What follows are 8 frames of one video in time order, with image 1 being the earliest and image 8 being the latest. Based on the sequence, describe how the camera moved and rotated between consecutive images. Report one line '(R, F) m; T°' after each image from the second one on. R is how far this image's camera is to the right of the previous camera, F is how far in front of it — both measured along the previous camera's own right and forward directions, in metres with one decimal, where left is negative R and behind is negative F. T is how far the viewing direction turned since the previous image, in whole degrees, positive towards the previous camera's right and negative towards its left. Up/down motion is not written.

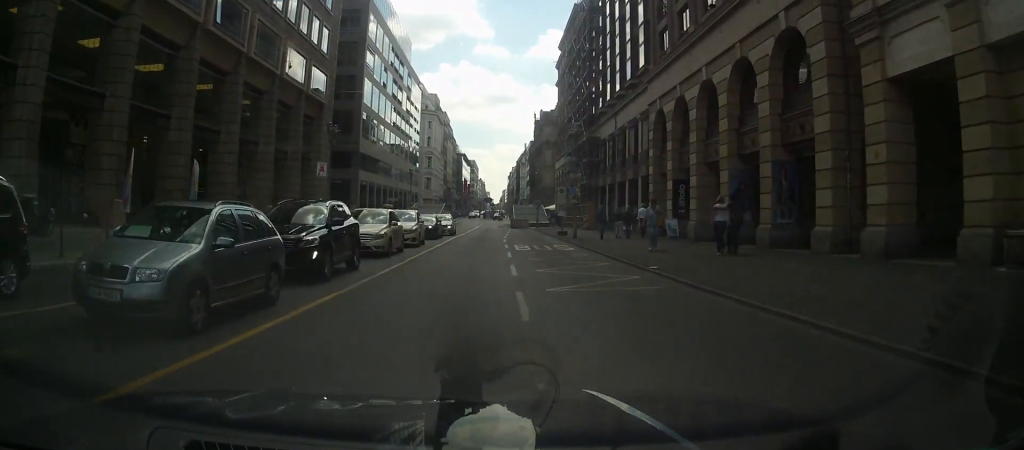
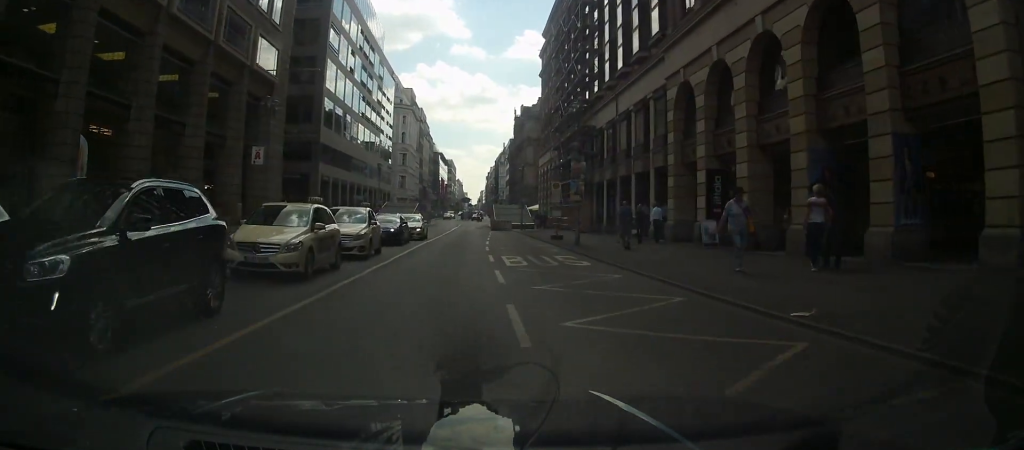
(+0.5, +5.2) m; +5°
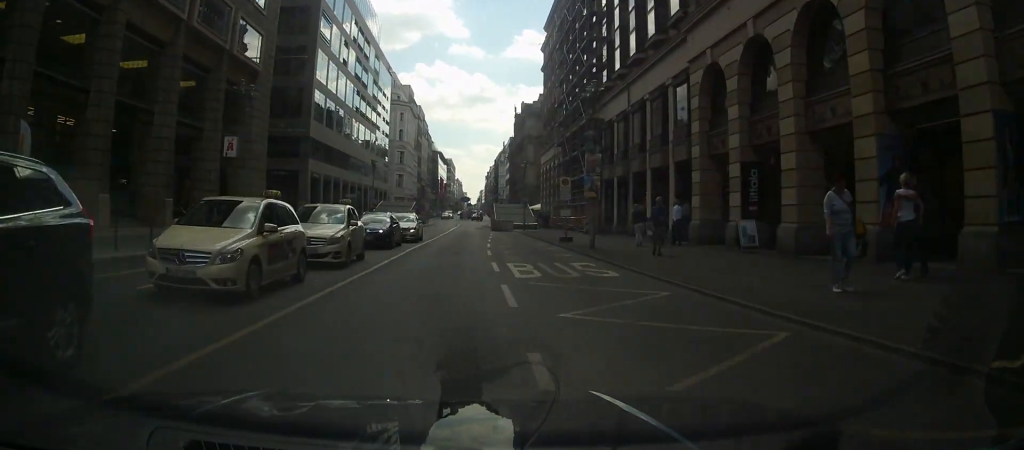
(0.0, +2.0) m; 0°
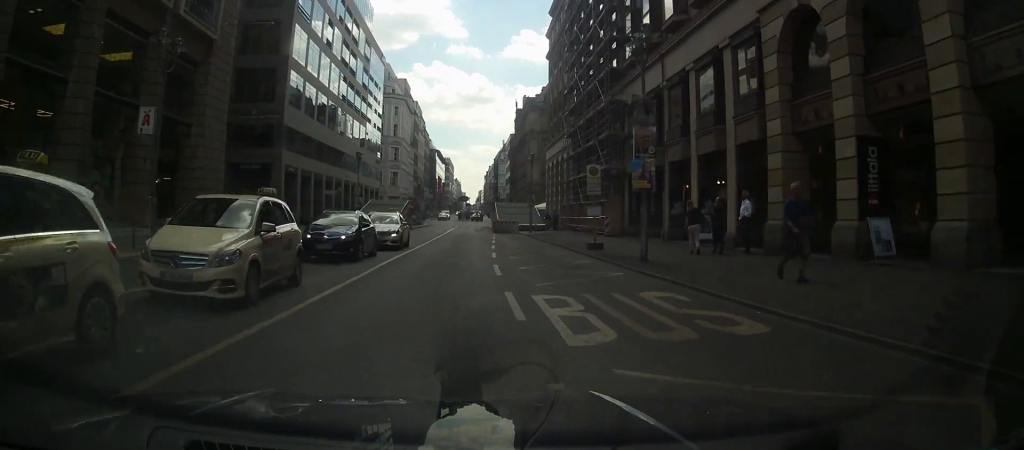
(0.0, +4.3) m; -1°
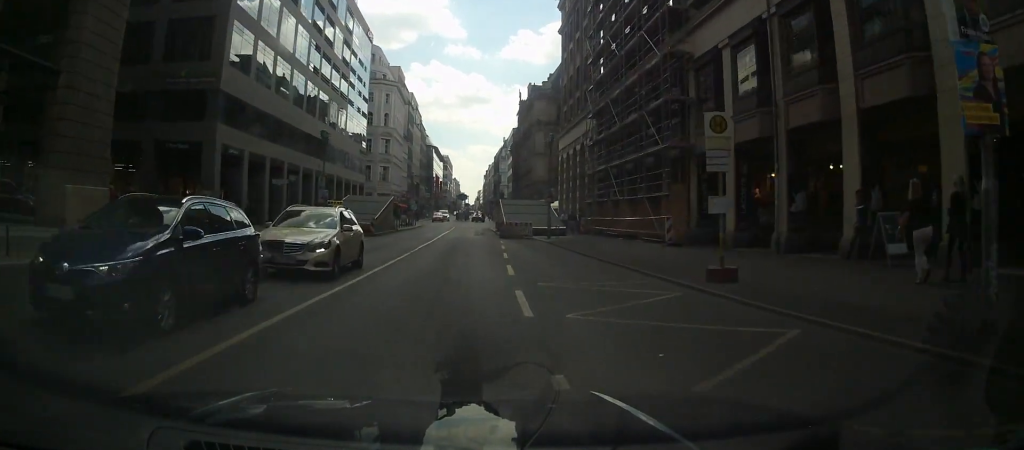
(0.0, +8.4) m; 0°
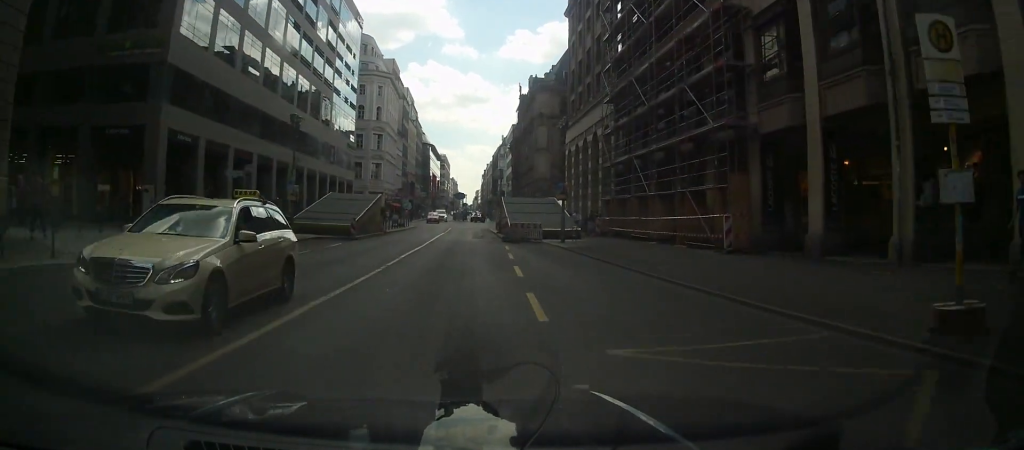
(0.0, +4.6) m; 0°
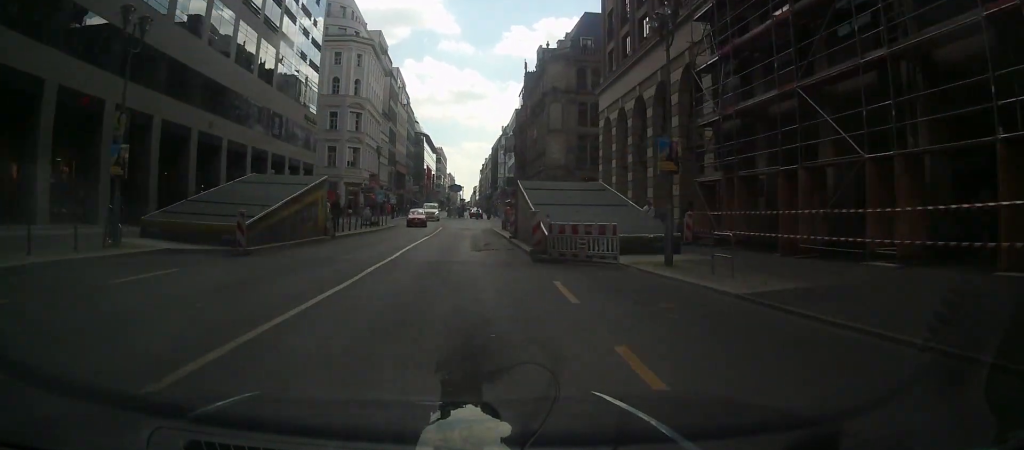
(+0.1, +12.7) m; +2°
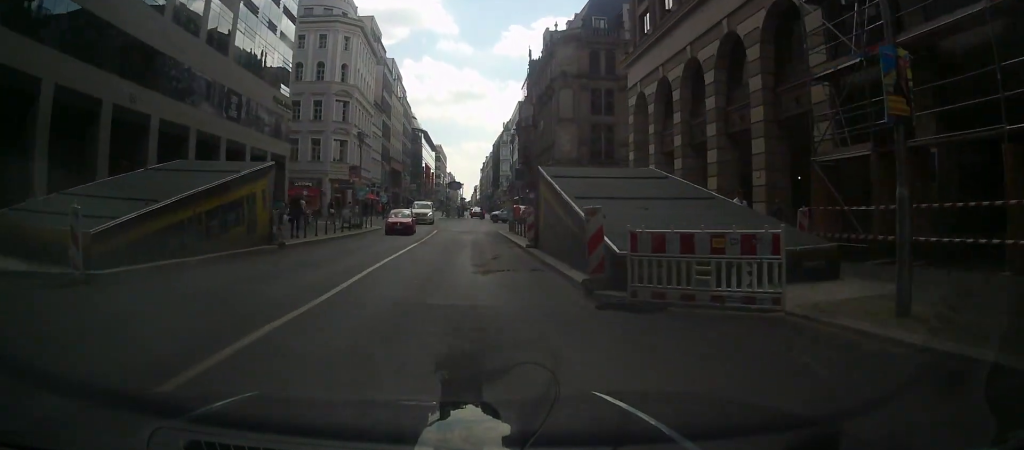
(+0.1, +6.6) m; 0°
